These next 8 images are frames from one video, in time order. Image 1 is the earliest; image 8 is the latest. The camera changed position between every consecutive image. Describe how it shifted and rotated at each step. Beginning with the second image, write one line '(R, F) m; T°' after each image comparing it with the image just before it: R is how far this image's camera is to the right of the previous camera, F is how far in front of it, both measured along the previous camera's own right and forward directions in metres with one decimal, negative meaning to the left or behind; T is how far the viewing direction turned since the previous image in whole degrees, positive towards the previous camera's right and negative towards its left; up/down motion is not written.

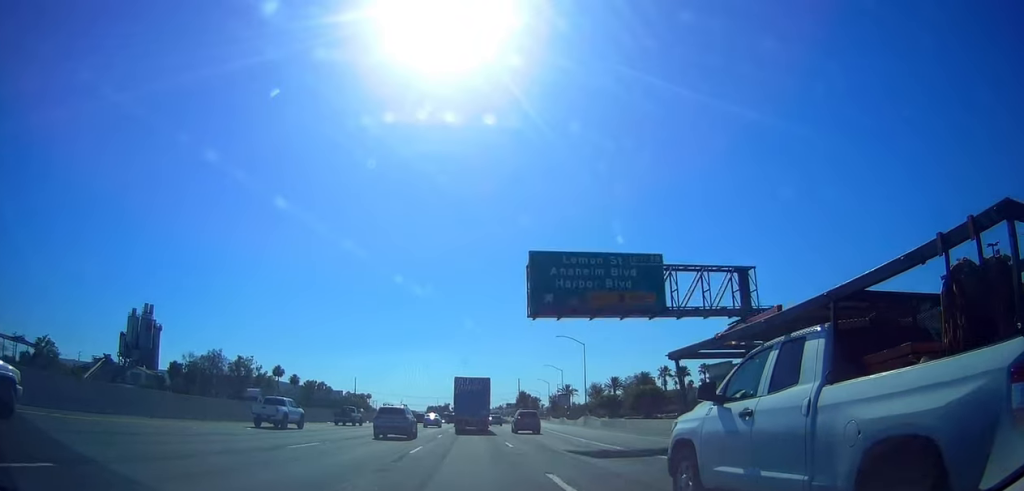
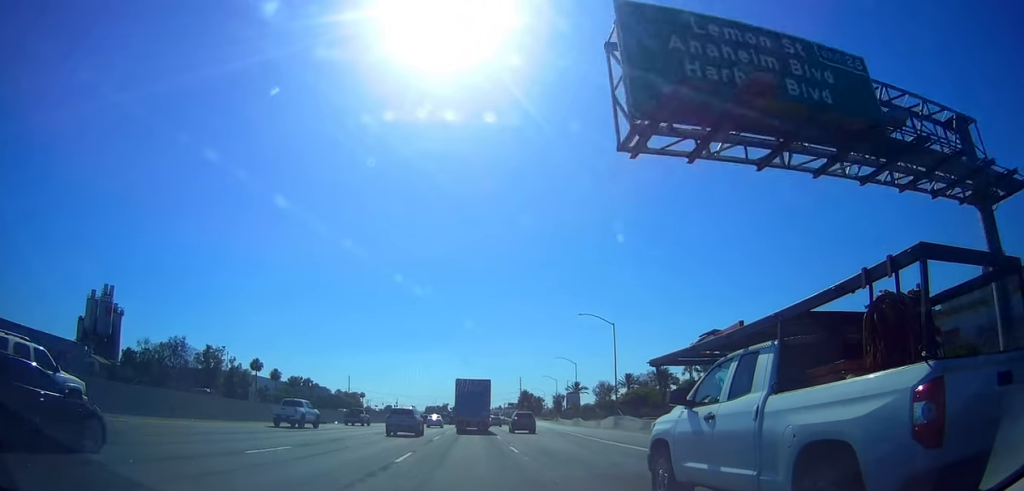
(+0.1, +17.3) m; 0°
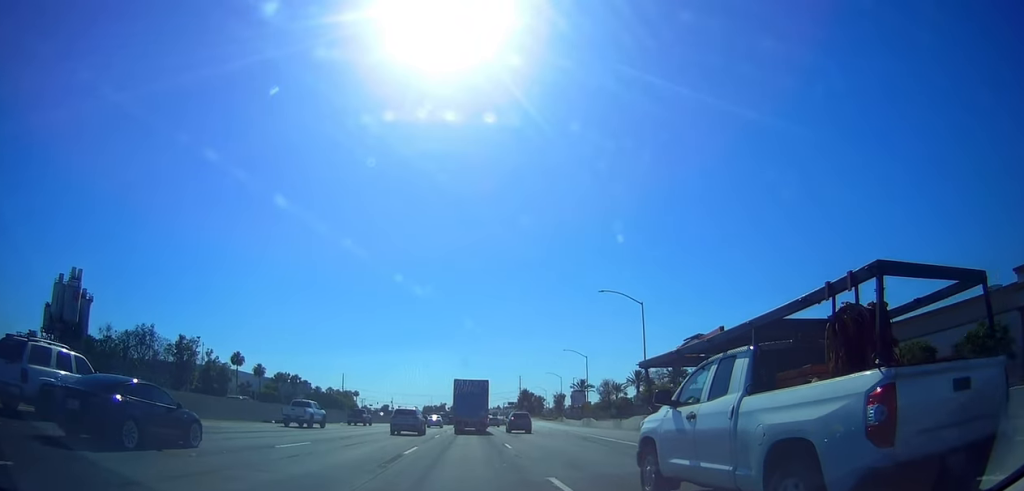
(0.0, +11.5) m; 0°
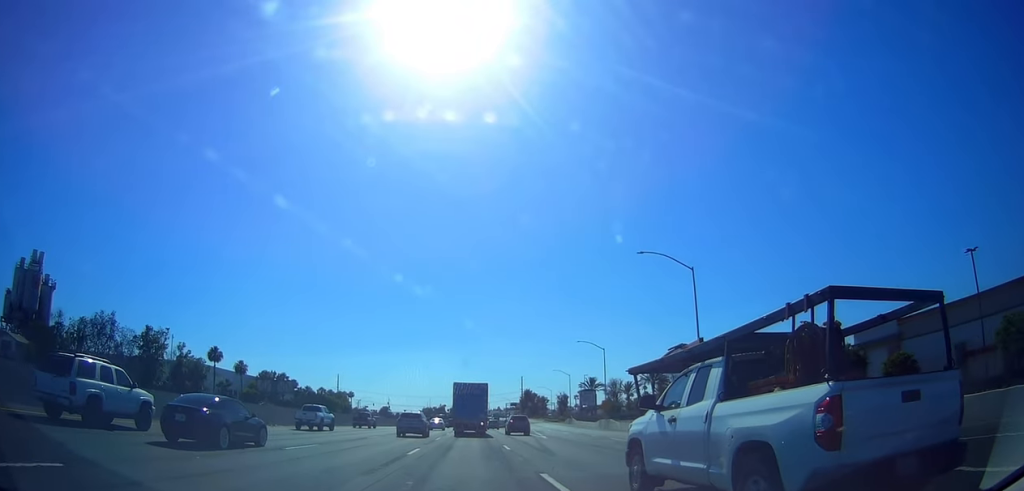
(0.0, +12.8) m; 0°
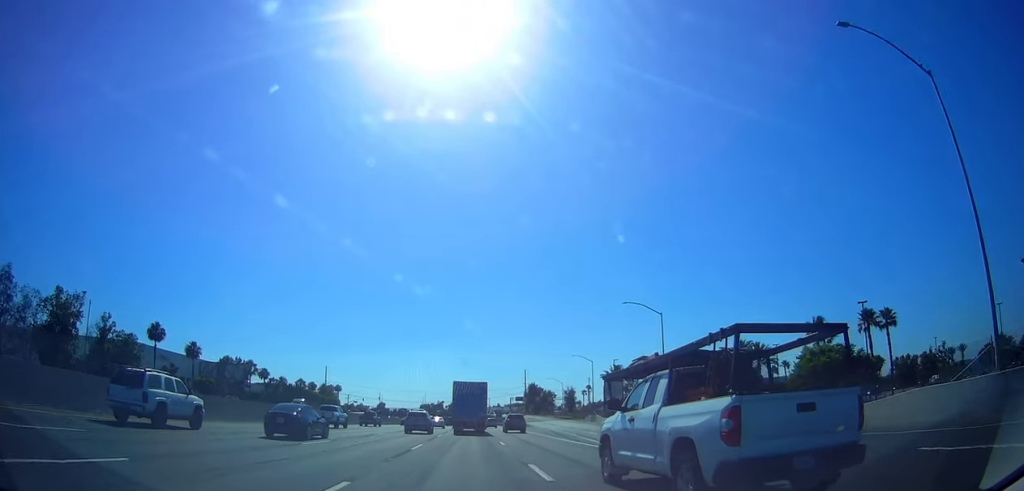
(-0.1, +25.9) m; -1°
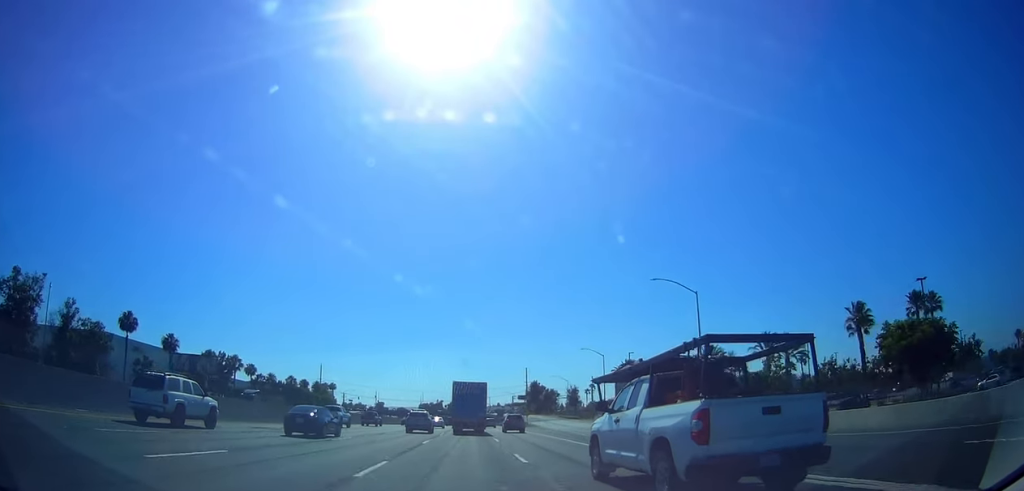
(0.0, +9.7) m; 0°
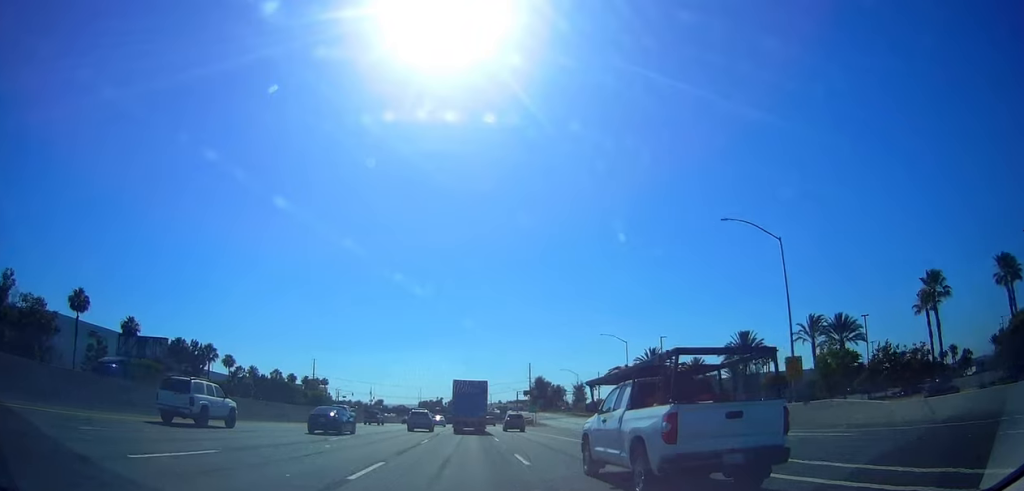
(0.0, +14.5) m; 0°
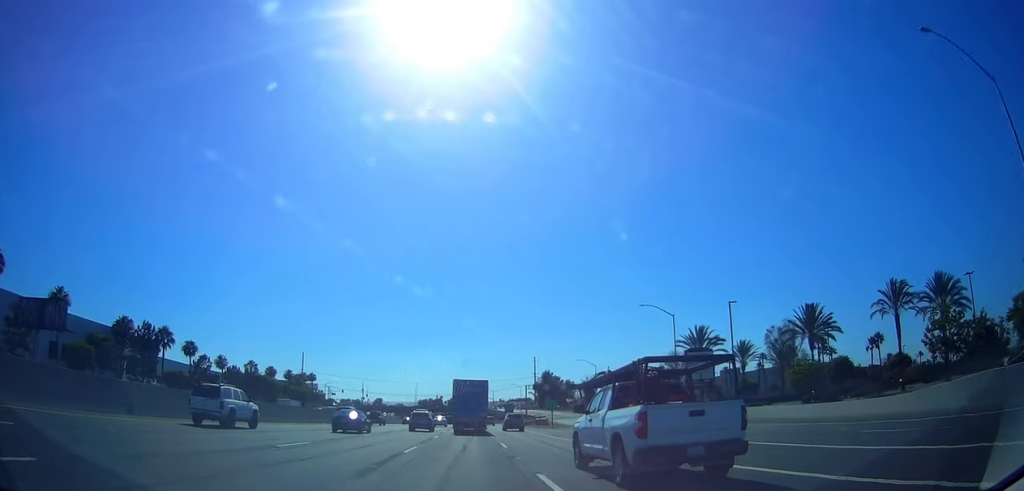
(0.0, +20.2) m; 0°
